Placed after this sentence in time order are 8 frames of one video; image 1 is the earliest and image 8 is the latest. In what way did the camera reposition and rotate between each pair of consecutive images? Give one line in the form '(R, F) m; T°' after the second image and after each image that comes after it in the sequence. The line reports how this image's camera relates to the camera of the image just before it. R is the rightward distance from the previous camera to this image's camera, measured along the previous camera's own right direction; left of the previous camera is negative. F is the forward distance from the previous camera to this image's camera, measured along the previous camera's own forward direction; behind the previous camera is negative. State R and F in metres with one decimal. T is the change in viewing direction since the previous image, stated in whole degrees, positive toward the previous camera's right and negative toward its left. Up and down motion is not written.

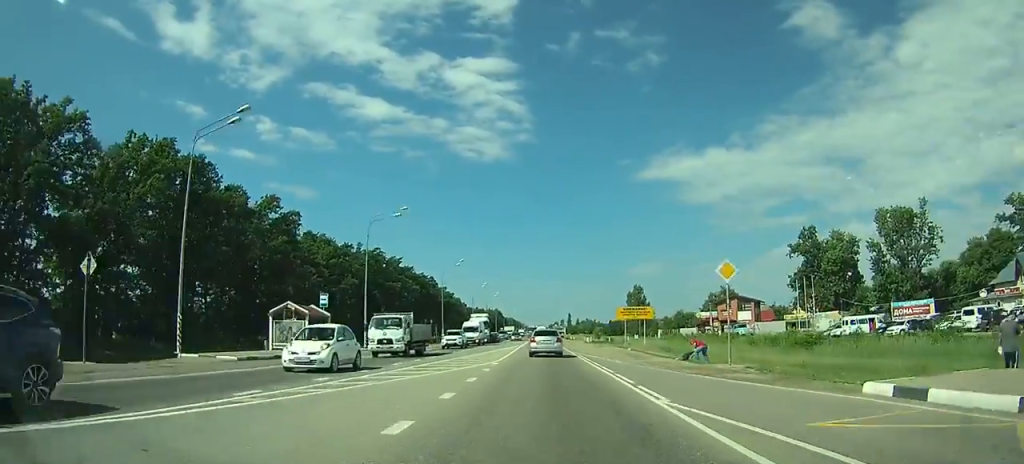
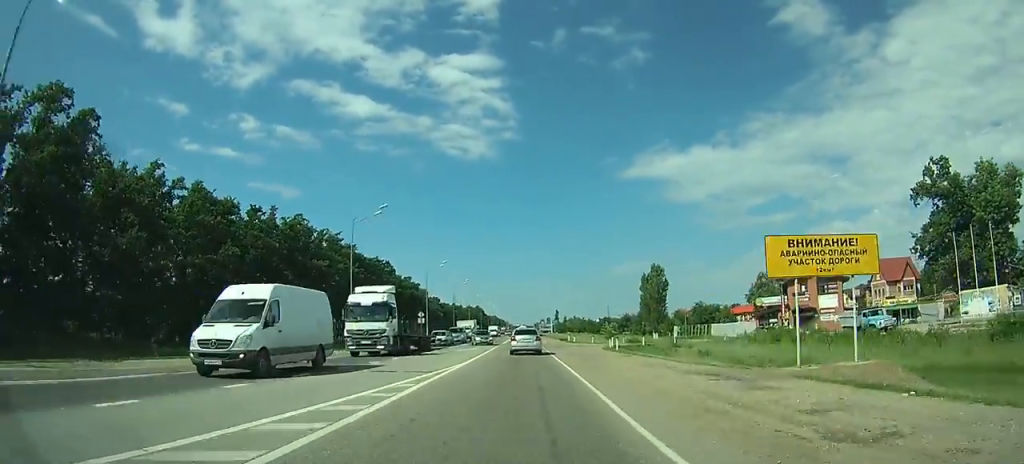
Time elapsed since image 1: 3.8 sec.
(+0.3, +37.0) m; 0°
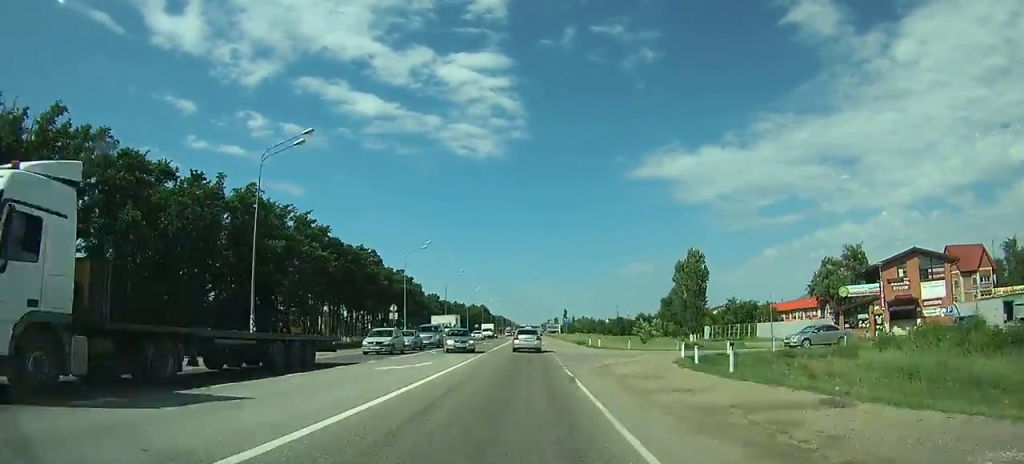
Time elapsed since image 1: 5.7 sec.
(-0.1, +22.5) m; -1°
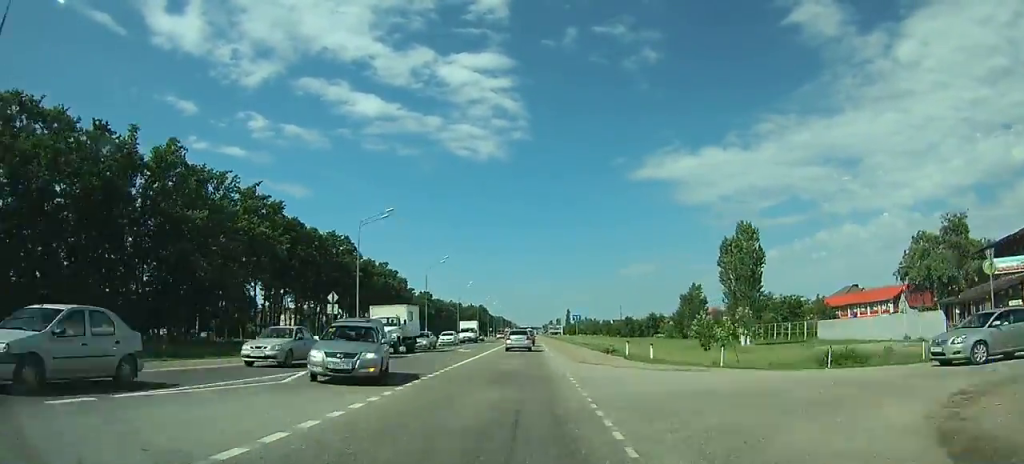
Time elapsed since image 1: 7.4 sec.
(-0.1, +21.0) m; -1°
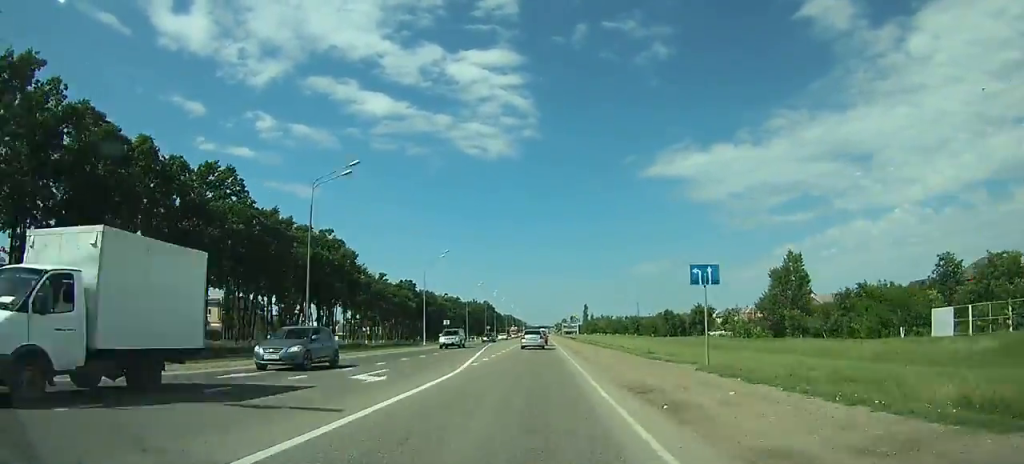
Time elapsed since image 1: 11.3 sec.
(-0.5, +51.7) m; 0°
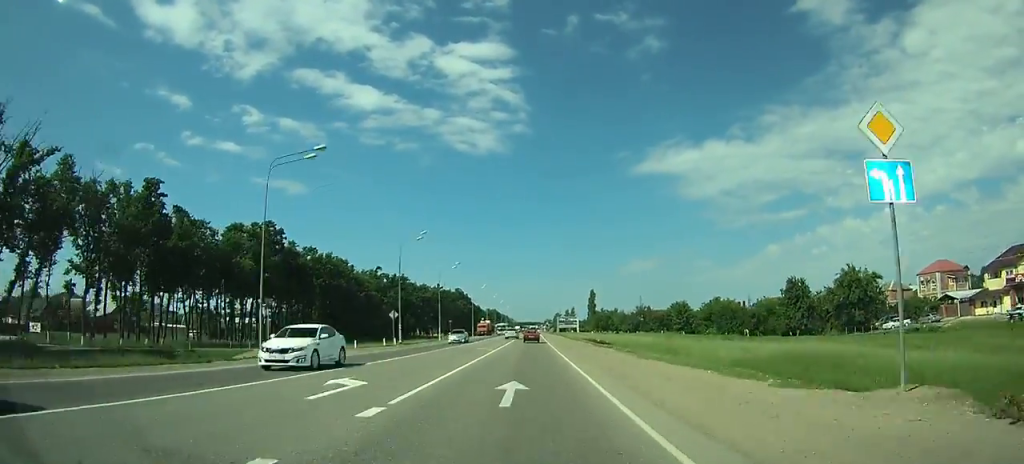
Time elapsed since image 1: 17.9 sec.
(+0.4, +89.3) m; 0°
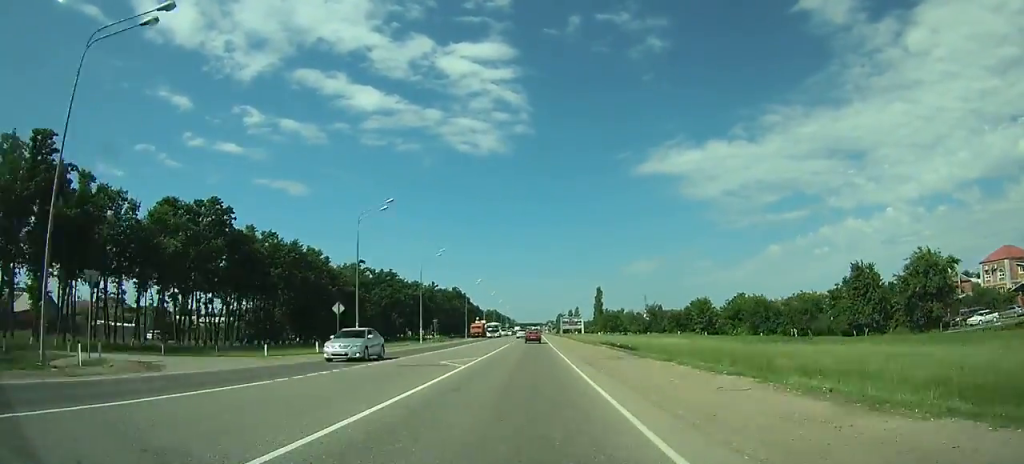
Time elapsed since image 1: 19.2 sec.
(0.0, +17.8) m; 0°
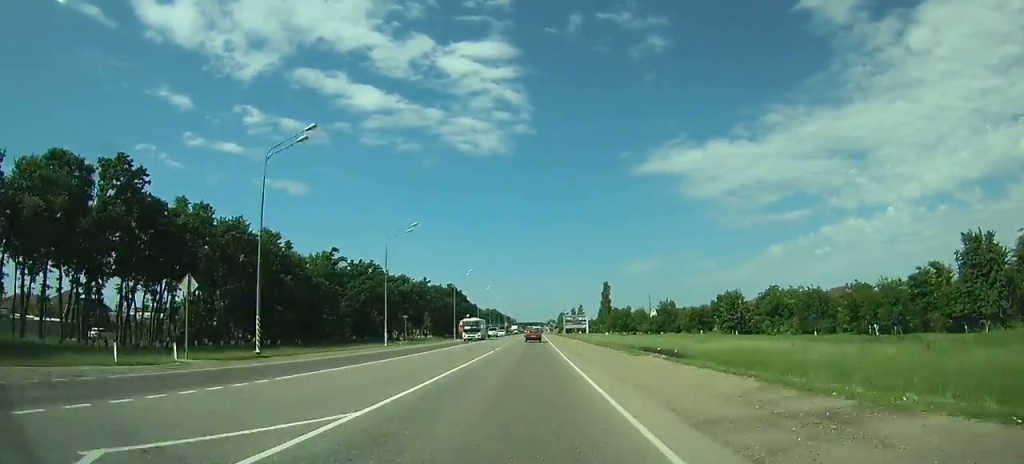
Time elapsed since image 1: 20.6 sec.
(0.0, +20.4) m; 0°
